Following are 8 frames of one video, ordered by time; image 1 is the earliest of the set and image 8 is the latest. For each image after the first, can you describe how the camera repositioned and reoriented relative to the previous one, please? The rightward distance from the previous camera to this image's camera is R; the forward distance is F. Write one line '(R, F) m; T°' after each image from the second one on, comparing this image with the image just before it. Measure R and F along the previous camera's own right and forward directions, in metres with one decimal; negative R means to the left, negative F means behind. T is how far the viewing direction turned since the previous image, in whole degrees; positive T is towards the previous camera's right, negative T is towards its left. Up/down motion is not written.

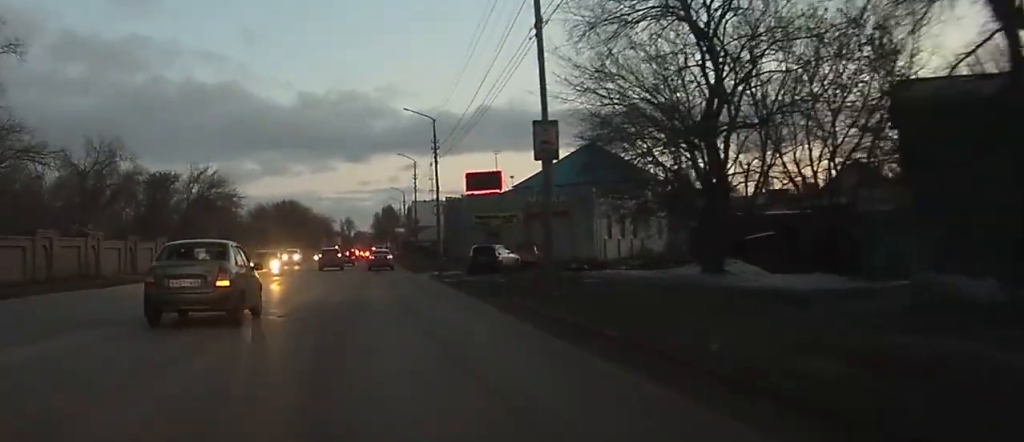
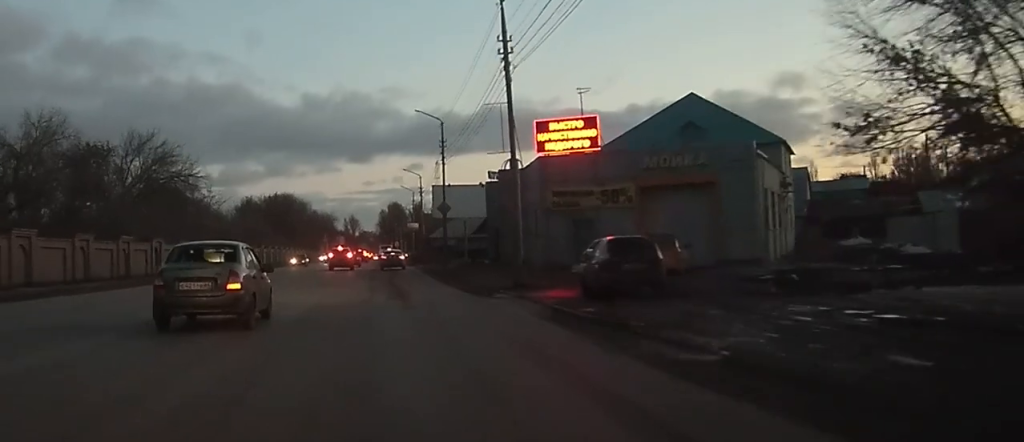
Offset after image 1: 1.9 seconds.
(0.0, +25.2) m; 0°
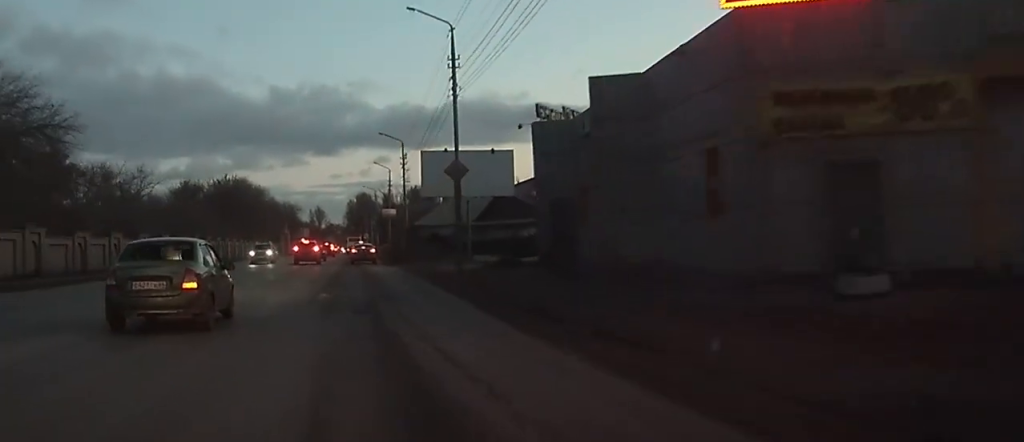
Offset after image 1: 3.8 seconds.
(+0.1, +23.9) m; 0°
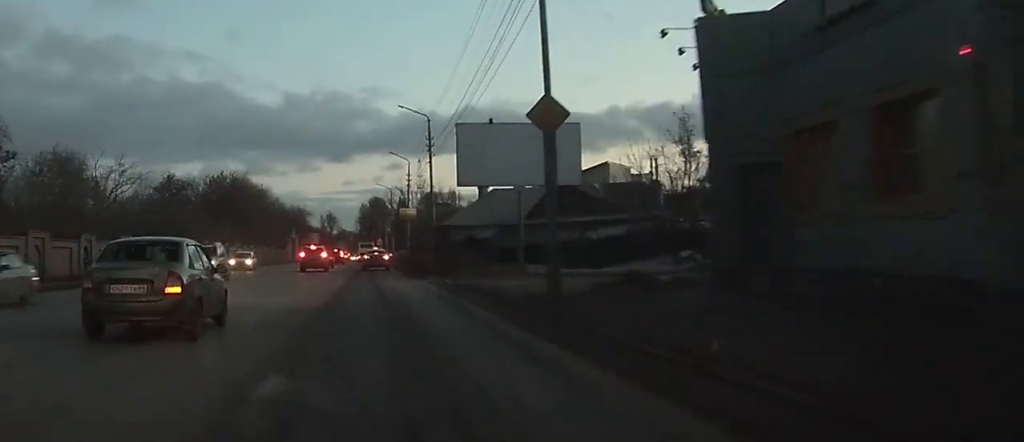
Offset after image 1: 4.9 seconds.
(0.0, +14.7) m; 0°
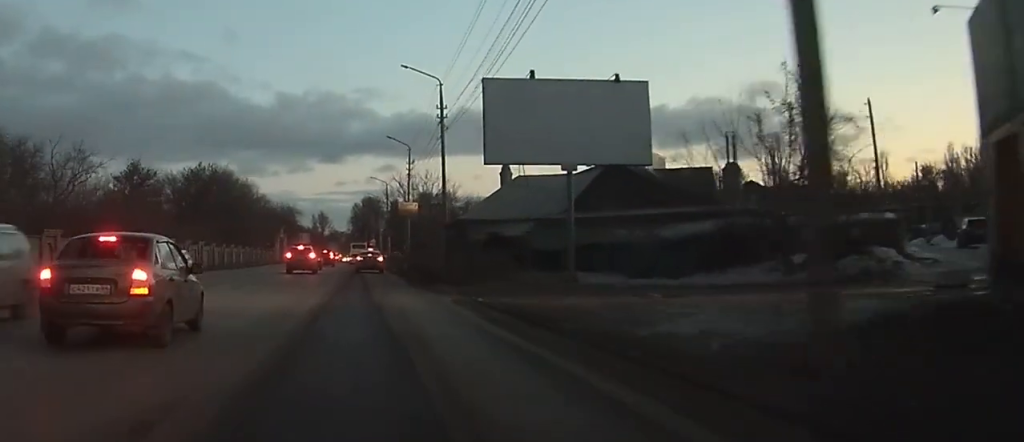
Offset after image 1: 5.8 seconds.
(+0.1, +11.2) m; +1°
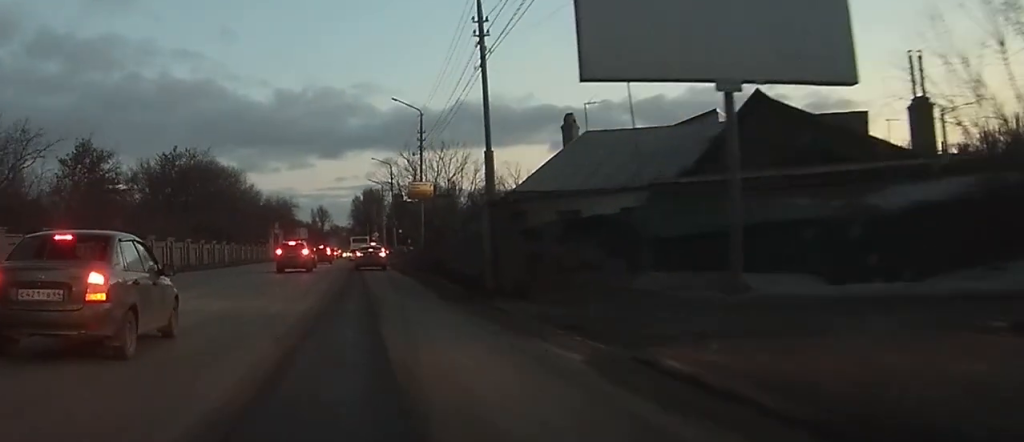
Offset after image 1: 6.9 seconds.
(0.0, +13.9) m; 0°
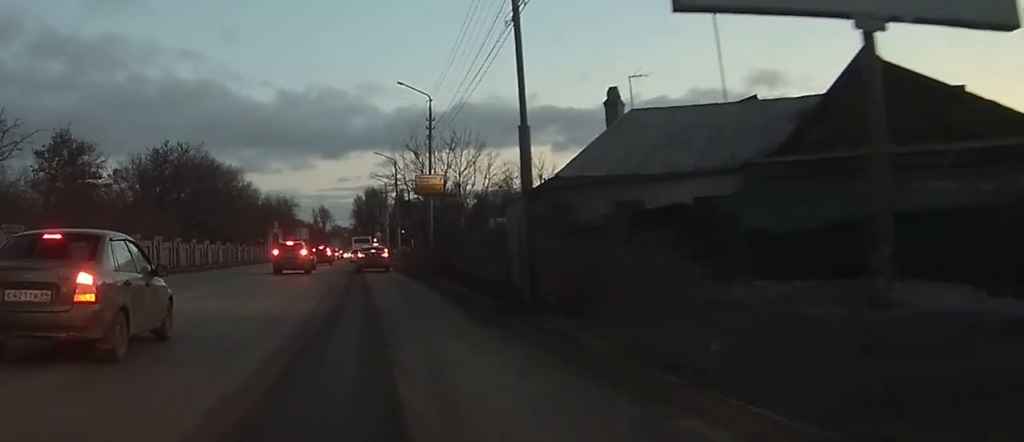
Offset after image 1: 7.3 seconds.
(0.0, +5.3) m; 0°
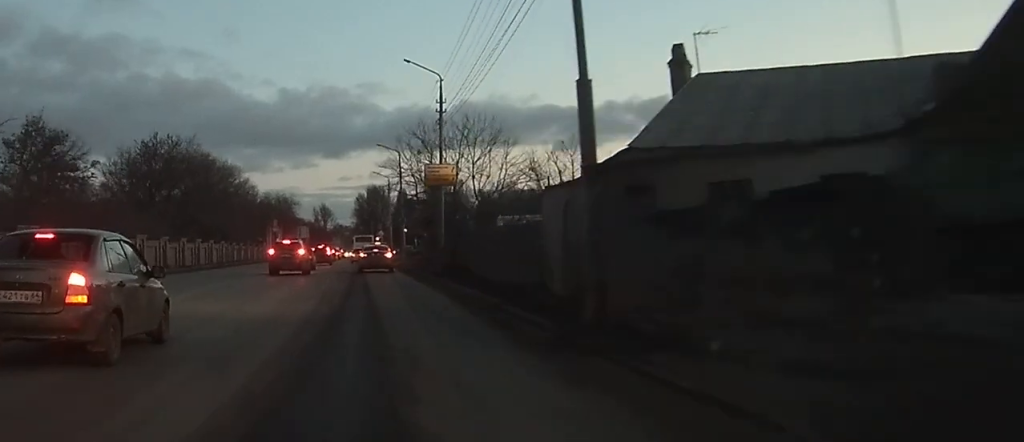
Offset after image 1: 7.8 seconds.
(0.0, +5.5) m; 0°
